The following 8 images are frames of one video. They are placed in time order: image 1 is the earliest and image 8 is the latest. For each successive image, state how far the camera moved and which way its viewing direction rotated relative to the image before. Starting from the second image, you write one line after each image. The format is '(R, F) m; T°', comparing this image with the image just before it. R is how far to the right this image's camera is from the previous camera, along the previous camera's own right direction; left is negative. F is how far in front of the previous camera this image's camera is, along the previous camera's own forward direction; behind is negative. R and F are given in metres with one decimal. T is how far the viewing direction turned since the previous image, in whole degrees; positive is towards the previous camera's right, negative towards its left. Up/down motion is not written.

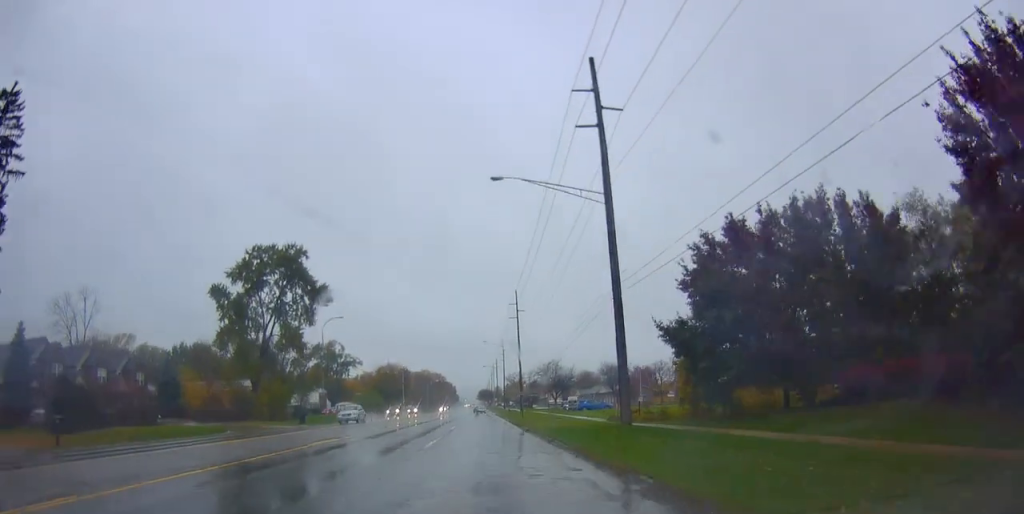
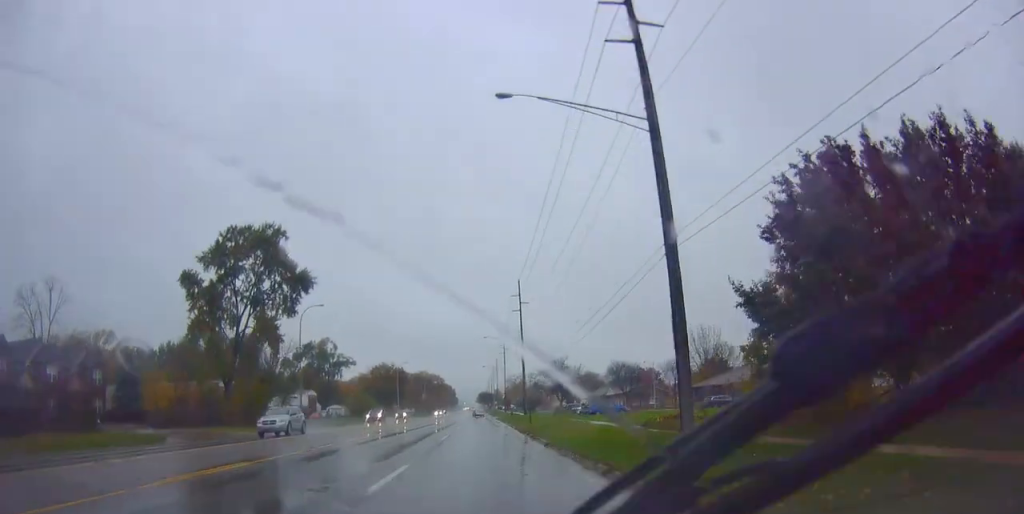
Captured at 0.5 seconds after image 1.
(-0.2, +9.0) m; +1°
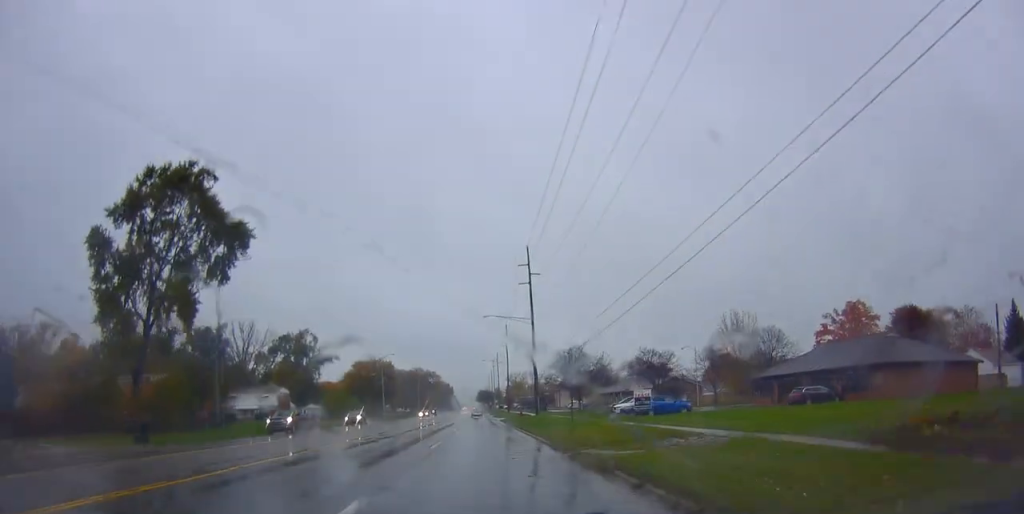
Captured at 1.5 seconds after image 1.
(+0.2, +20.1) m; +1°
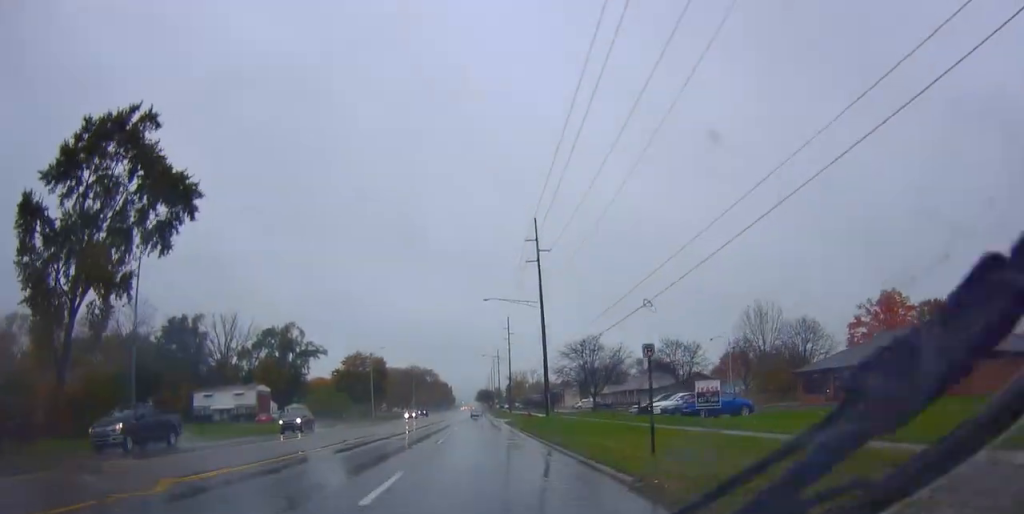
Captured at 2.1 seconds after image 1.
(+0.3, +11.7) m; 0°
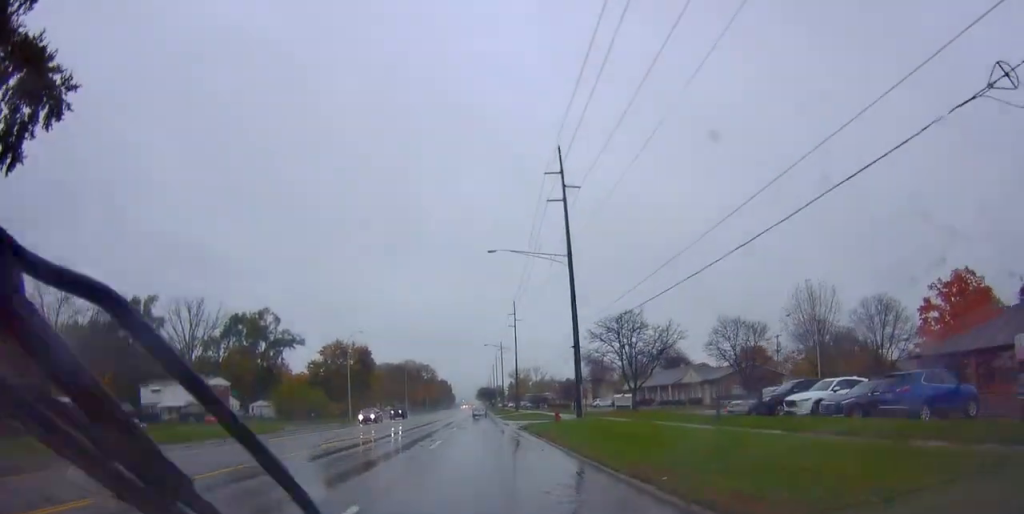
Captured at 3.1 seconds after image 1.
(-0.6, +19.8) m; 0°
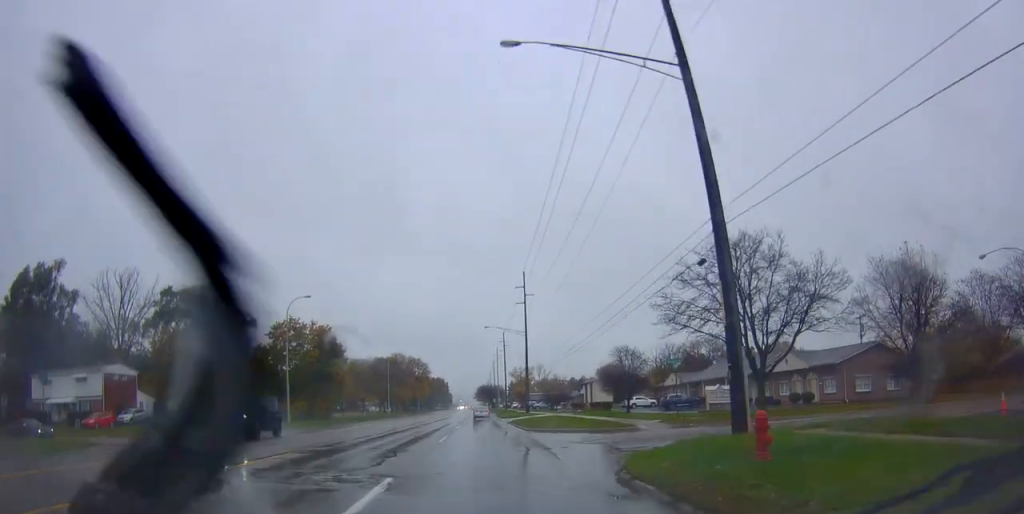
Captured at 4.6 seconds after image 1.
(+1.0, +27.8) m; +2°
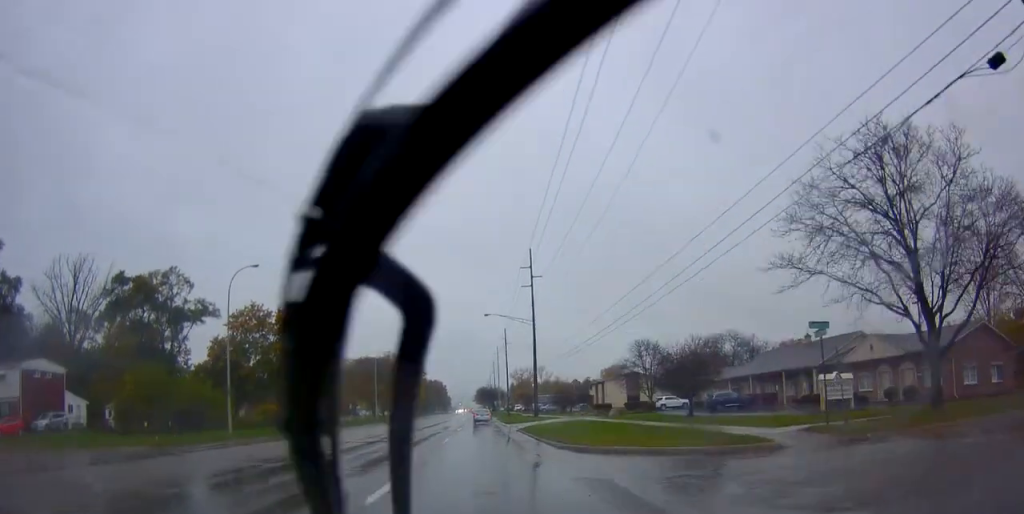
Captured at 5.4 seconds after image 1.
(0.0, +14.5) m; 0°
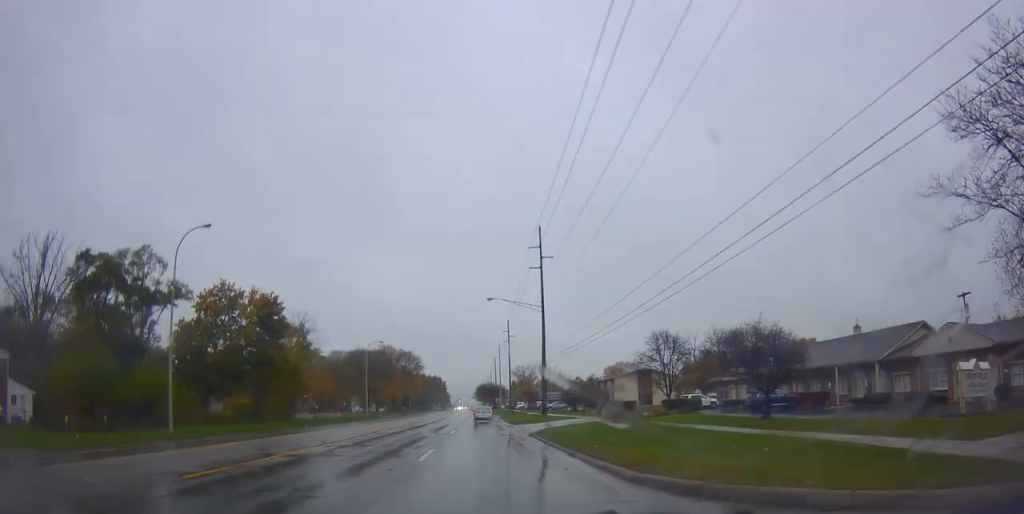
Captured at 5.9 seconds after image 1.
(+0.1, +9.4) m; -1°
